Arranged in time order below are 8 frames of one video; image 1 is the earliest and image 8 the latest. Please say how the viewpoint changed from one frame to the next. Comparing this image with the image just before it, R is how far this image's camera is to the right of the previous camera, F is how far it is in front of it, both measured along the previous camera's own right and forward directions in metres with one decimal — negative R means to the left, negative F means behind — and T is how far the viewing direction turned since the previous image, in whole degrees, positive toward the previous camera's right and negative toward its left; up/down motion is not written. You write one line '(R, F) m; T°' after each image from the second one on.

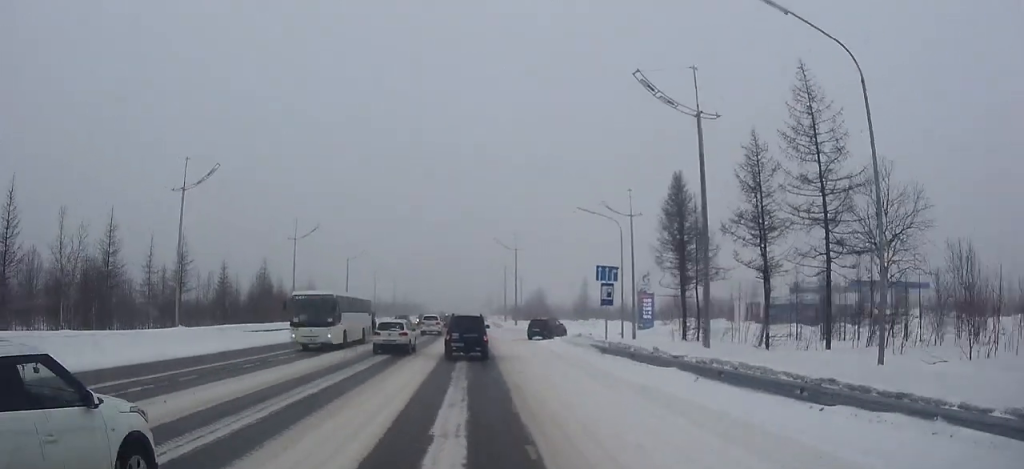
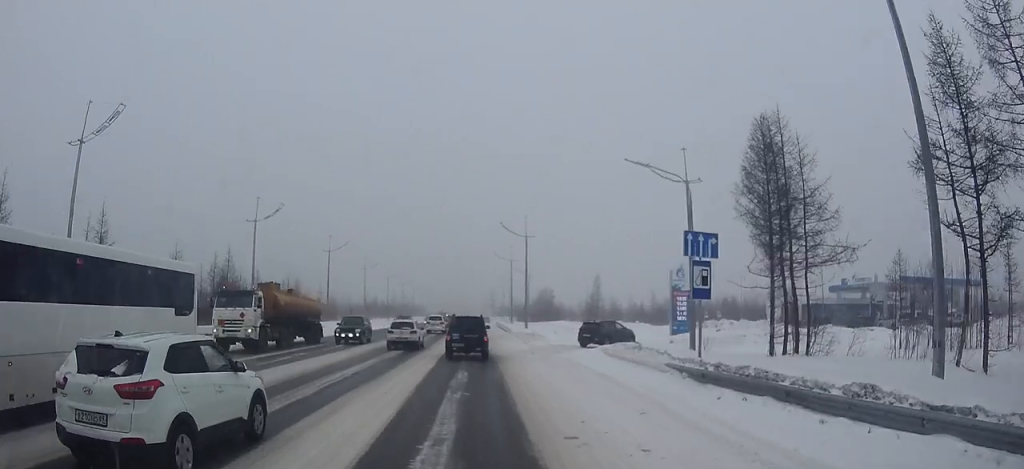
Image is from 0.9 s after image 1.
(0.0, +11.9) m; 0°
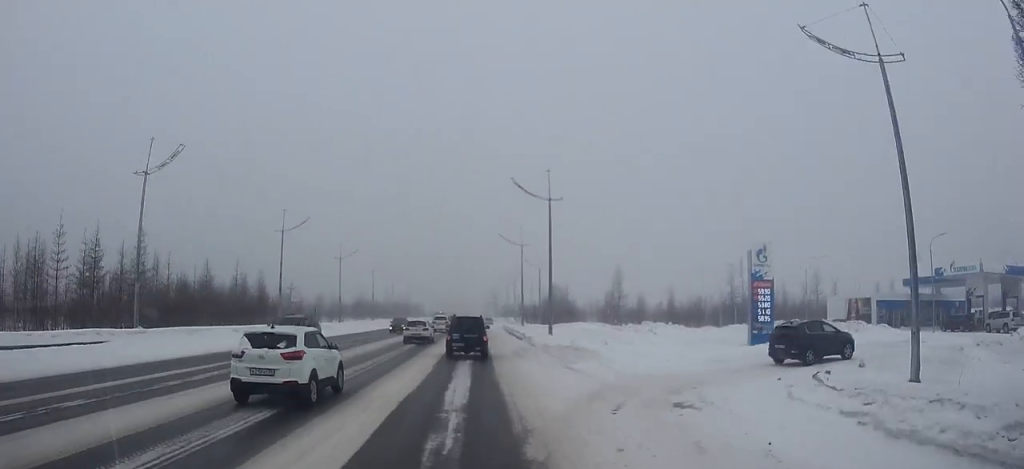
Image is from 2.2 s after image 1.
(0.0, +18.2) m; 0°
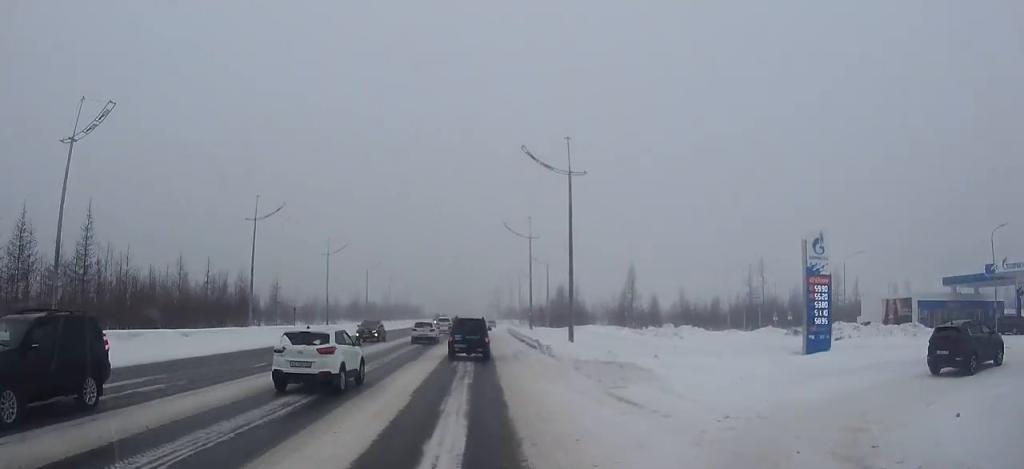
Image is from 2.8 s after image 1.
(0.0, +7.8) m; 0°
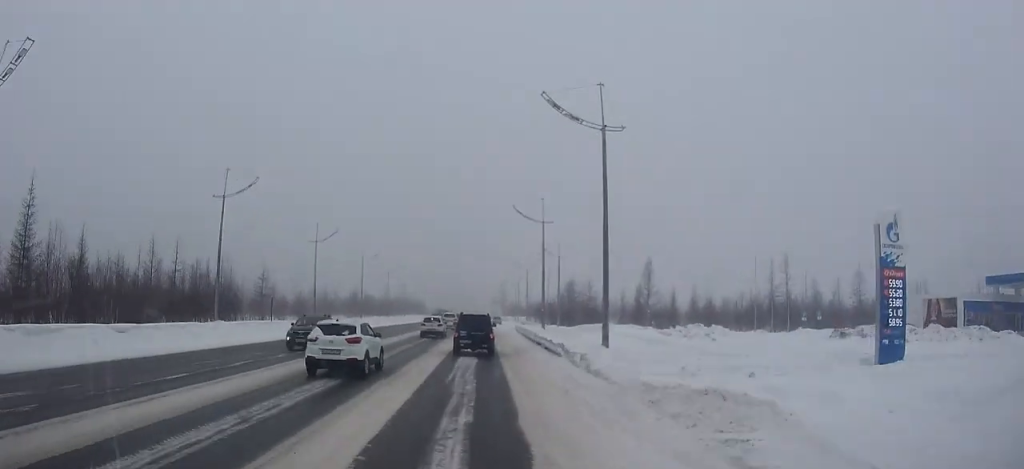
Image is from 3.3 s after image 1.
(0.0, +7.3) m; 0°
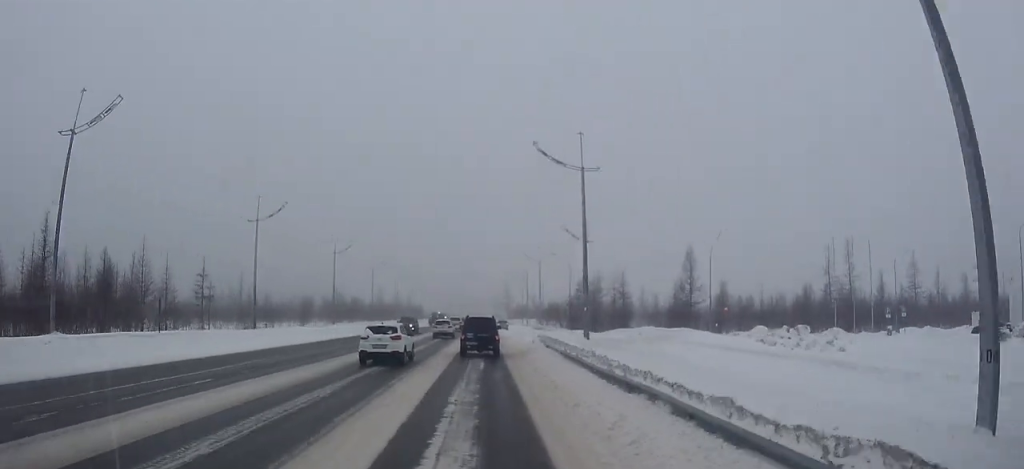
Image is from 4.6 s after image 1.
(-0.1, +18.4) m; 0°
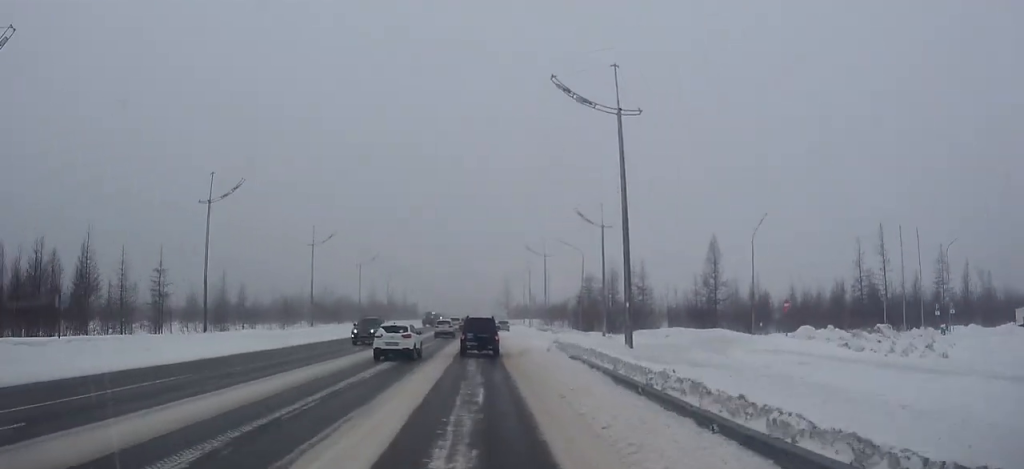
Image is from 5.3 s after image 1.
(0.0, +8.8) m; 0°
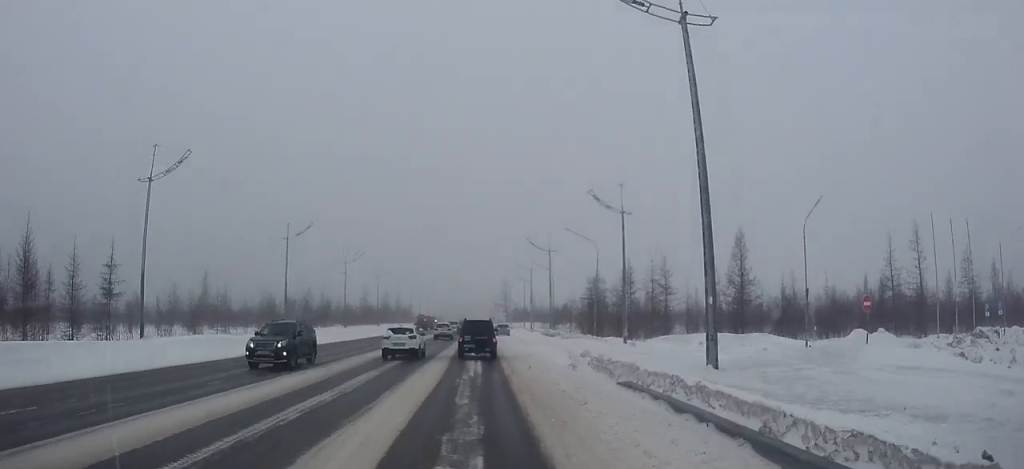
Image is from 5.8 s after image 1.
(0.0, +7.8) m; 0°
